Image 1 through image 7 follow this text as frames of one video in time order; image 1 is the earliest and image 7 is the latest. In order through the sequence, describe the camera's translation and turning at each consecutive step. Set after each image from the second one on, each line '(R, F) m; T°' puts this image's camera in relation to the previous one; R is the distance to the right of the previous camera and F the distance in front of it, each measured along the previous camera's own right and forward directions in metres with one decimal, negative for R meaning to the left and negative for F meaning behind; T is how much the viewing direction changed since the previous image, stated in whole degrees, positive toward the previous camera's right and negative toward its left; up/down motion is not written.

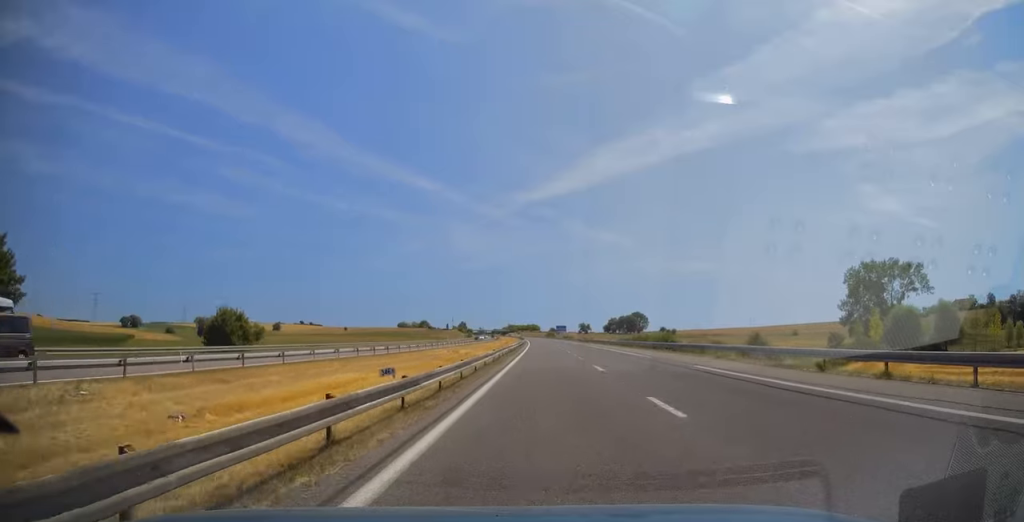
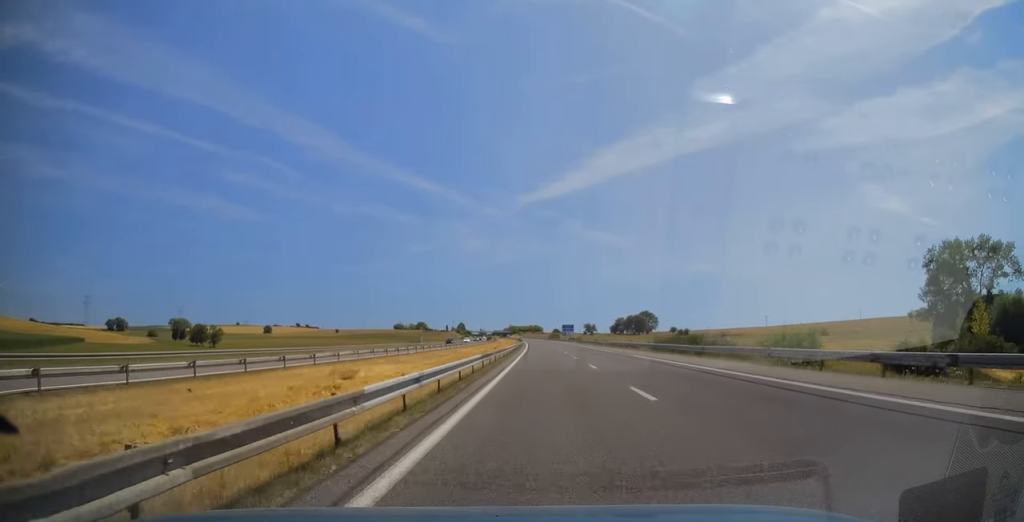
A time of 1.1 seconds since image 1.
(-0.5, +35.8) m; -1°
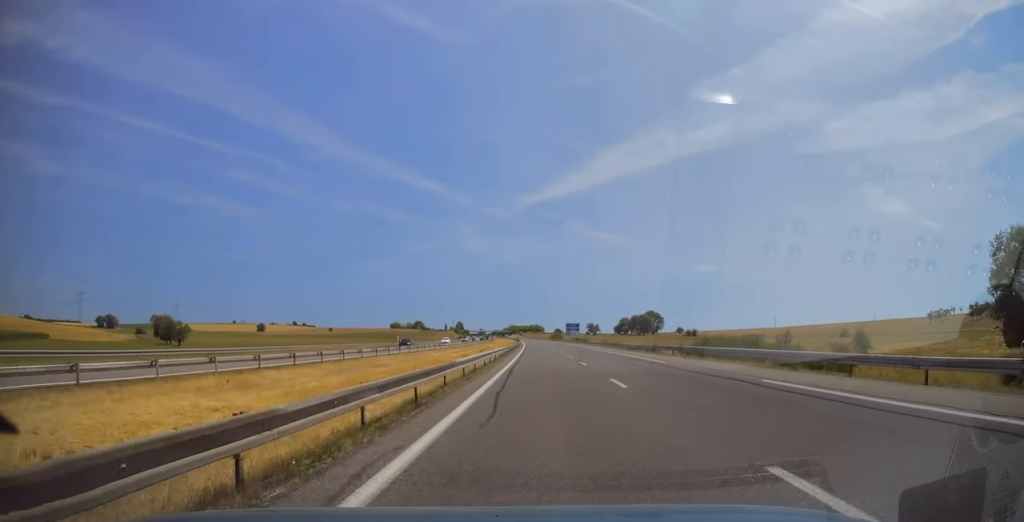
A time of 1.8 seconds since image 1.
(-0.1, +22.2) m; 0°
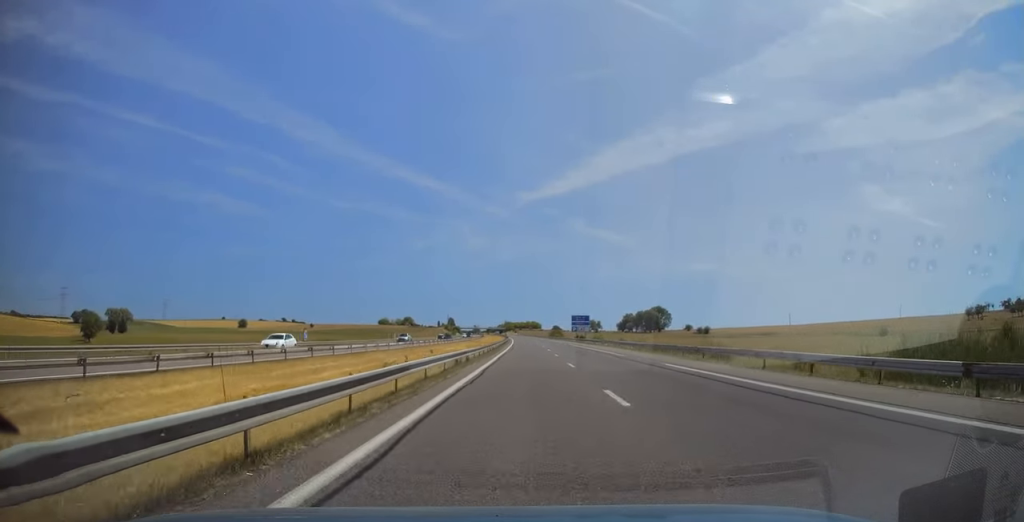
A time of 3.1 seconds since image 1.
(+0.4, +42.8) m; 0°
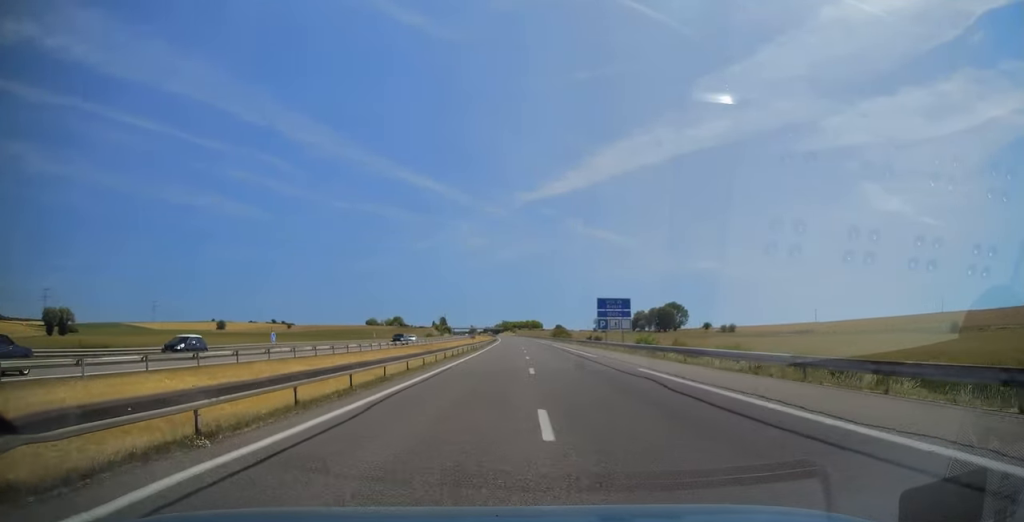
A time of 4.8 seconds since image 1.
(-1.0, +54.8) m; -1°
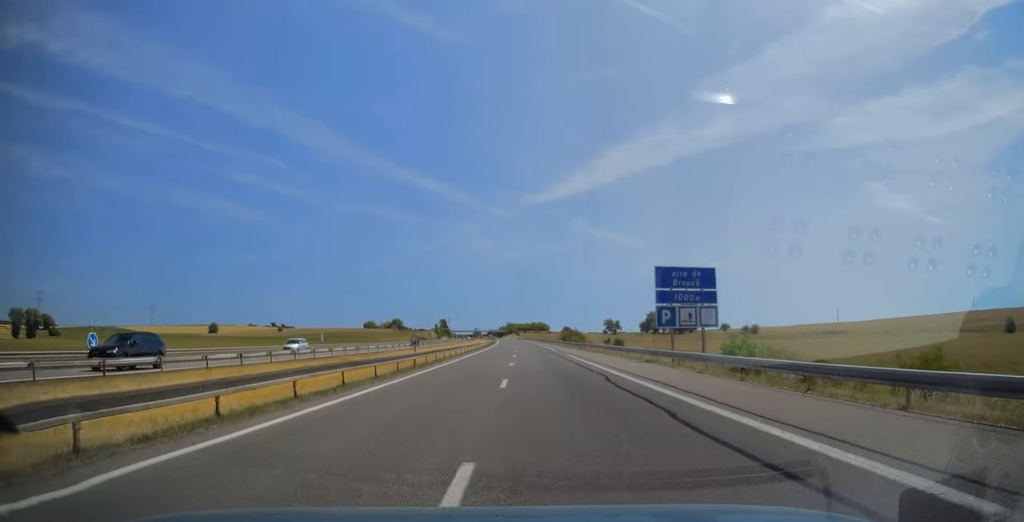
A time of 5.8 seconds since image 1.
(+0.4, +29.8) m; 0°
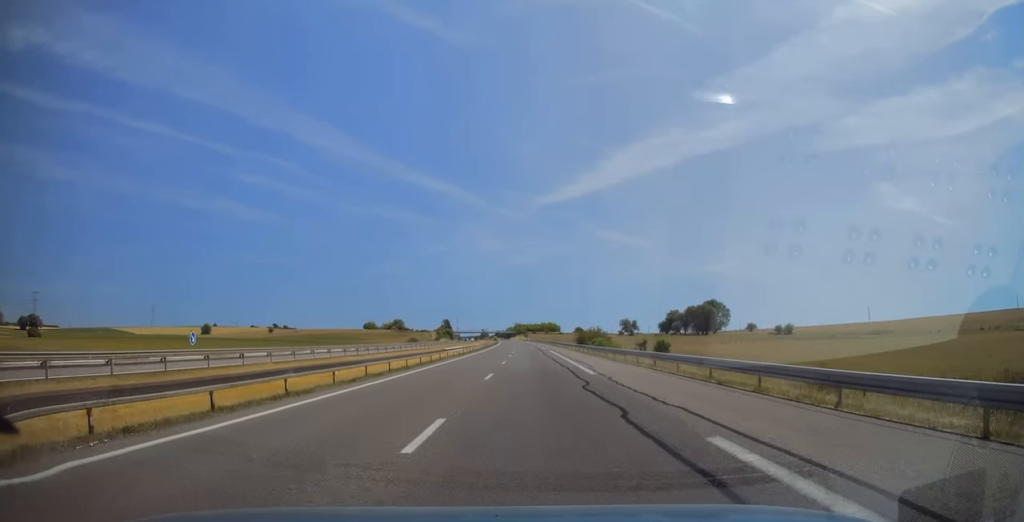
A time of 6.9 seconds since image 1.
(-0.3, +34.7) m; -2°
